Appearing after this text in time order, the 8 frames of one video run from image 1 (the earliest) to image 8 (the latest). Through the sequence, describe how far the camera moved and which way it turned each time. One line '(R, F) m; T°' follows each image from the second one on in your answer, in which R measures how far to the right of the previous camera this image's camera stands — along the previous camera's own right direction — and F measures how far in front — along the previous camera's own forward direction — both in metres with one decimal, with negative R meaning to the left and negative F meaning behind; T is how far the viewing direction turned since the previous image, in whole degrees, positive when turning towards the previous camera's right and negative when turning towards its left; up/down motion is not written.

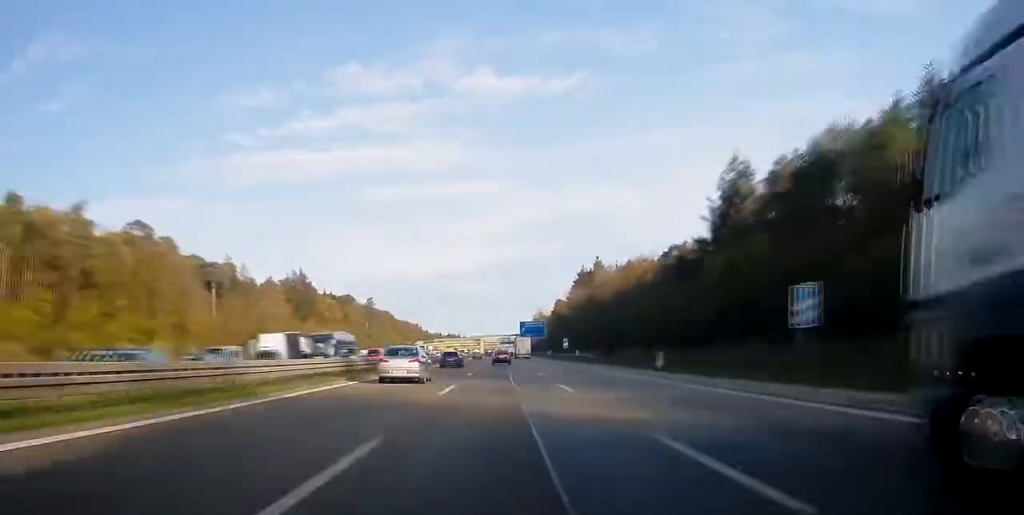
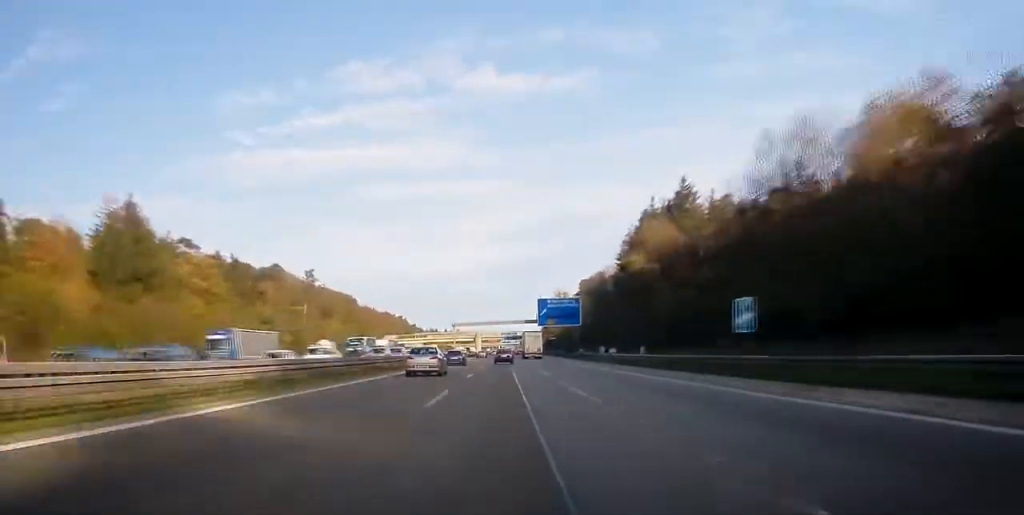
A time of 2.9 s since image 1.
(+0.1, +93.8) m; 0°
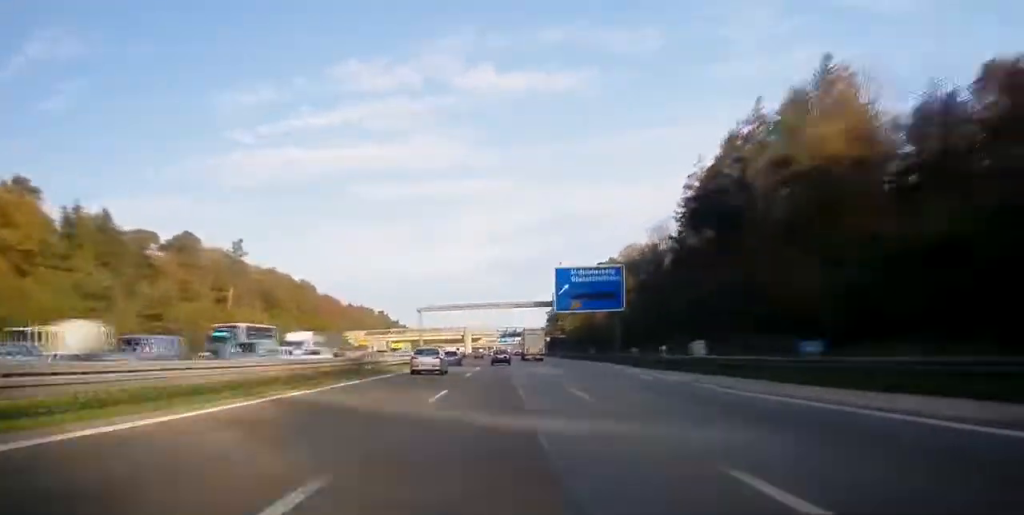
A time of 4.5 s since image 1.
(0.0, +51.1) m; 0°
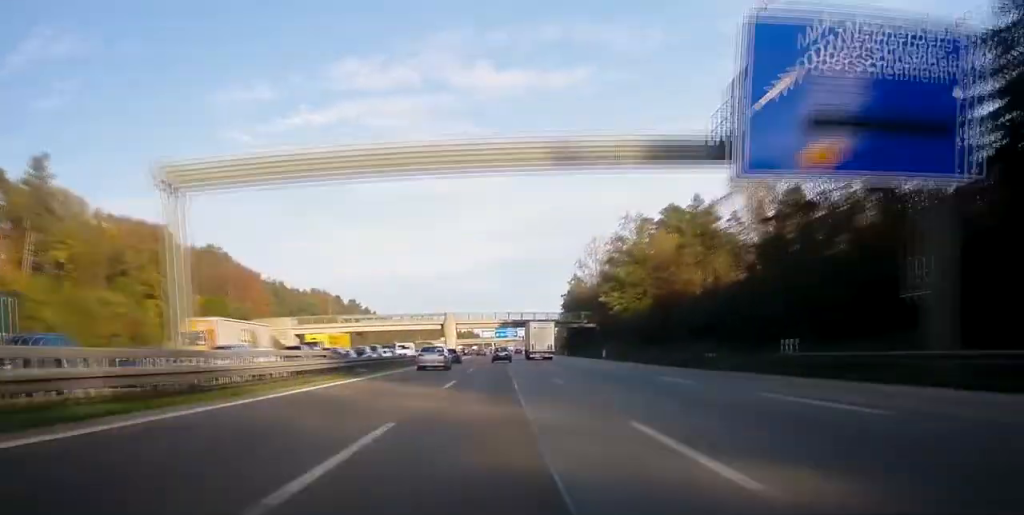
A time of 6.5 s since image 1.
(+0.1, +67.5) m; 0°
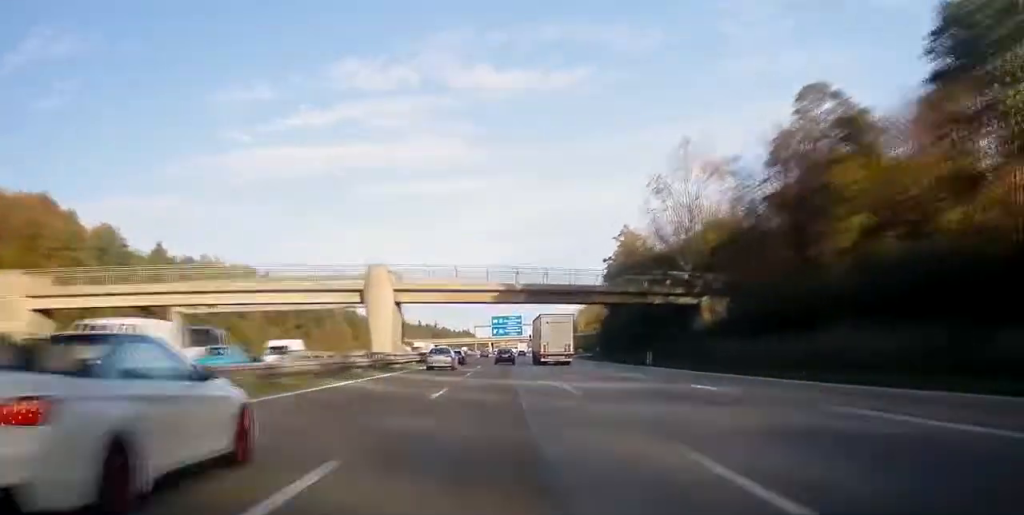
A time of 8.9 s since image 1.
(+0.1, +80.0) m; 0°
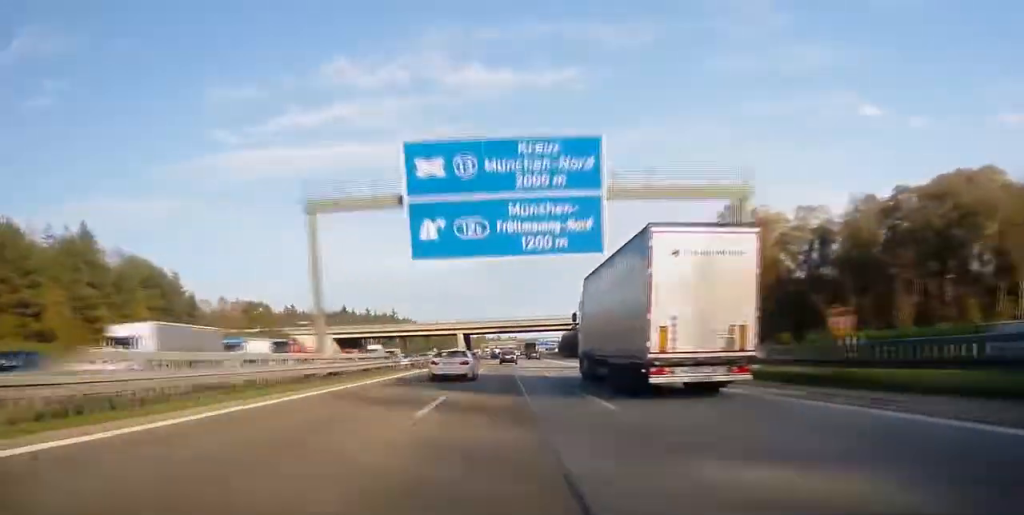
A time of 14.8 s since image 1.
(+1.1, +185.5) m; +1°
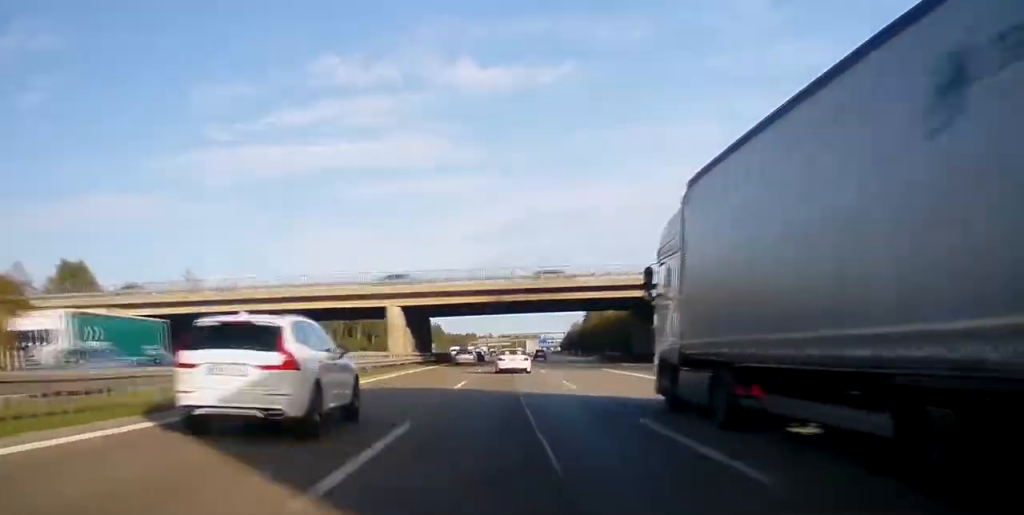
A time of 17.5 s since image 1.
(0.0, +74.4) m; 0°
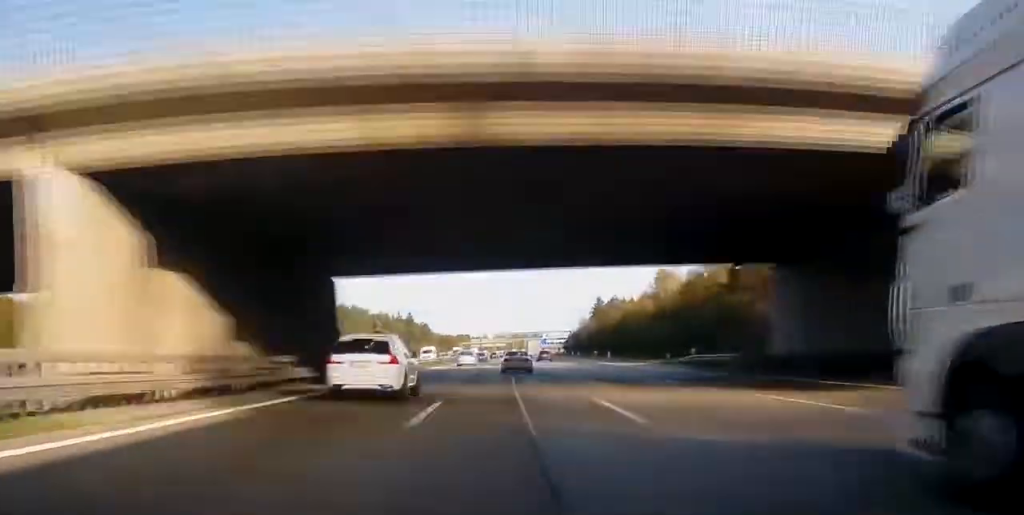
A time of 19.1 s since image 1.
(-0.4, +43.0) m; 0°
